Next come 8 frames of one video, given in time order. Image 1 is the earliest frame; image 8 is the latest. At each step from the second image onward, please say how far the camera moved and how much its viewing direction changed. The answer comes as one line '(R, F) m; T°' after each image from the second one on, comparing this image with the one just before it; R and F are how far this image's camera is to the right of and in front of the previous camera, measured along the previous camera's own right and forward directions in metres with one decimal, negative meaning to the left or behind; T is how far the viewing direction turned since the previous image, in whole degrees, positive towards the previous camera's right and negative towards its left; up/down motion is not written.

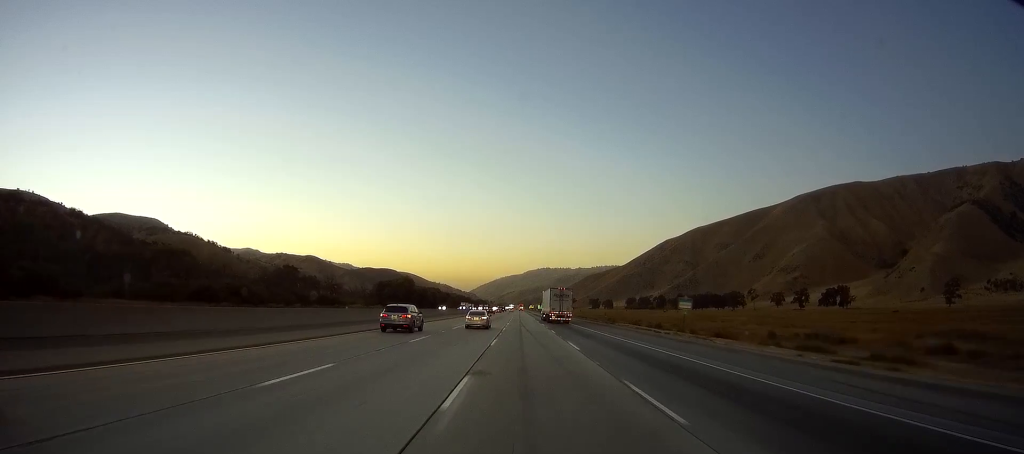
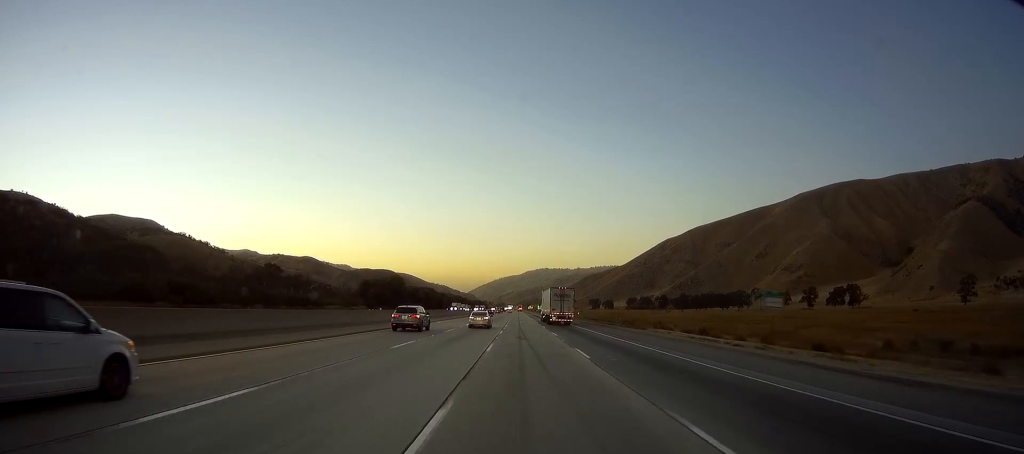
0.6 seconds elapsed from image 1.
(-0.3, +18.6) m; 0°
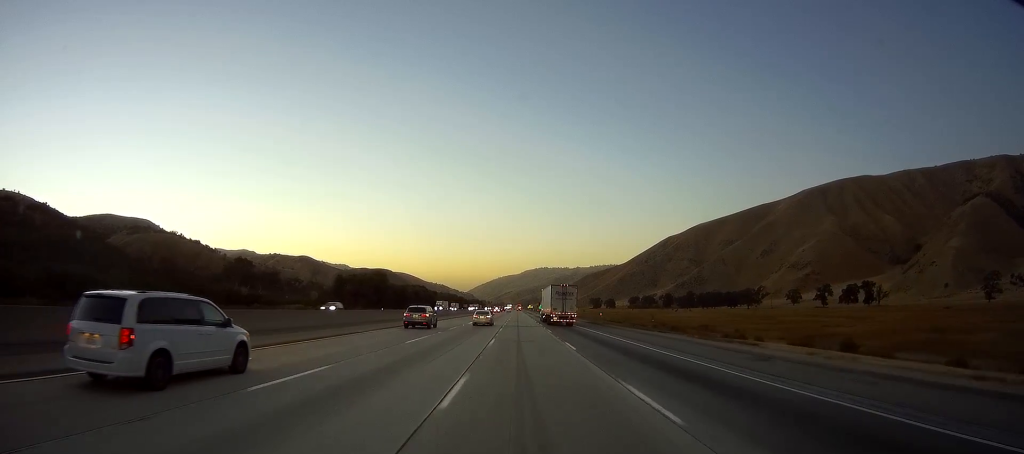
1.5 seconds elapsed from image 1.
(+0.5, +26.4) m; +1°
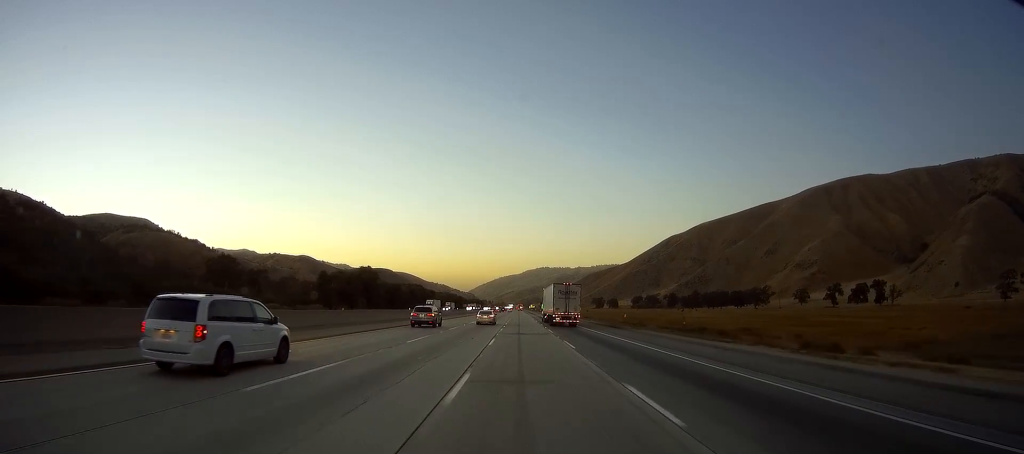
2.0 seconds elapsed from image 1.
(+0.1, +14.7) m; 0°
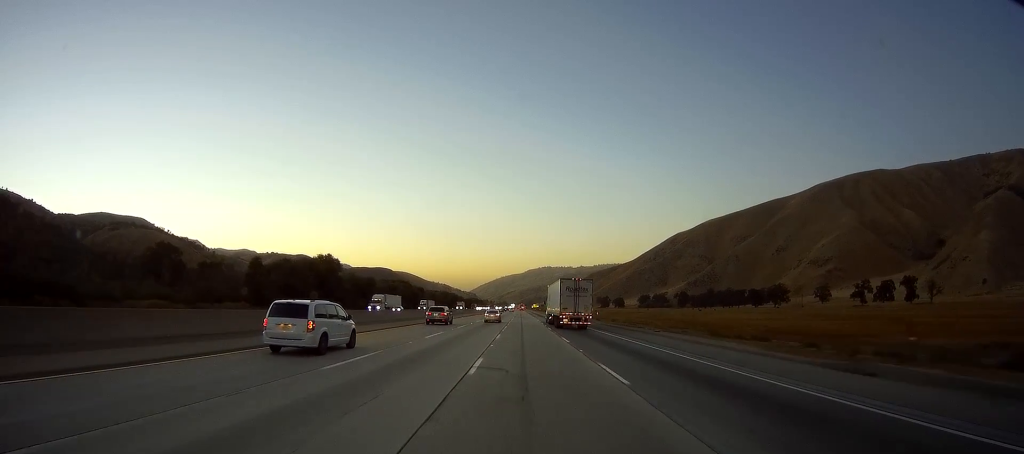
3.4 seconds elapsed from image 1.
(+0.1, +40.2) m; 0°
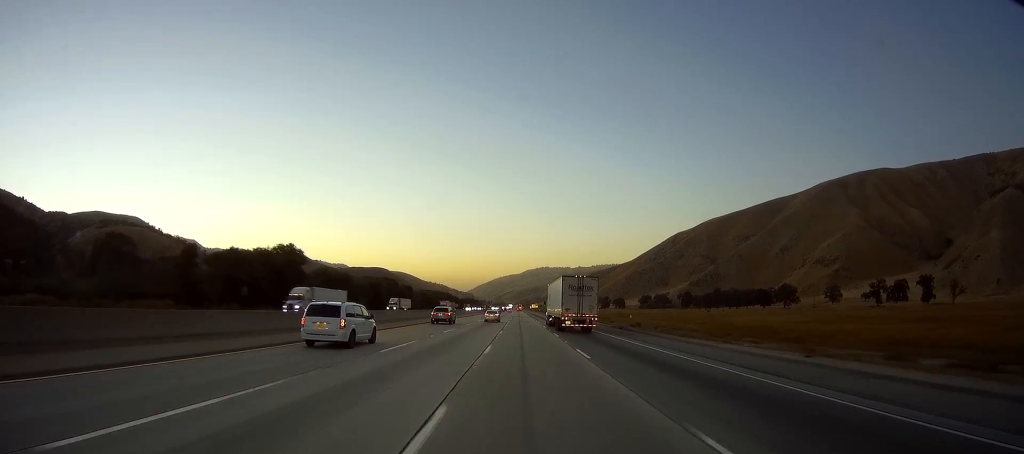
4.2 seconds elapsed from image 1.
(0.0, +23.5) m; -1°
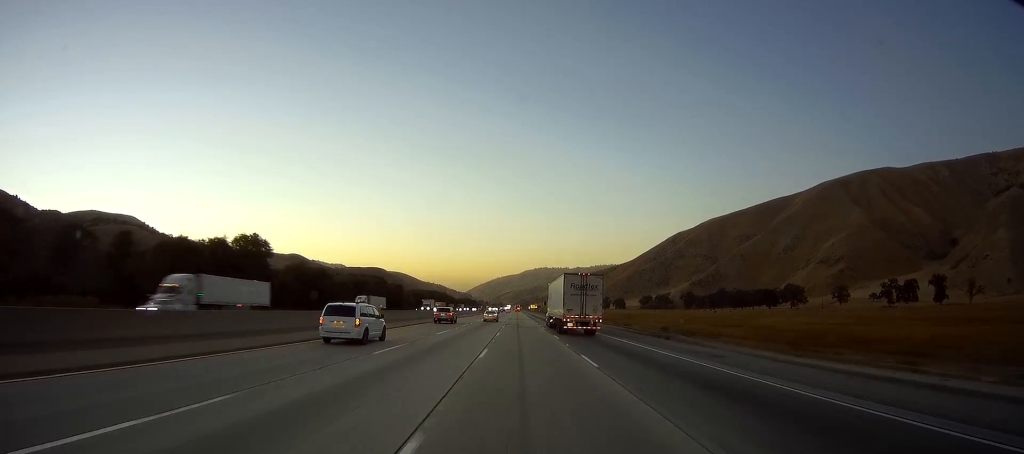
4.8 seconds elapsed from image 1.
(0.0, +16.6) m; -1°
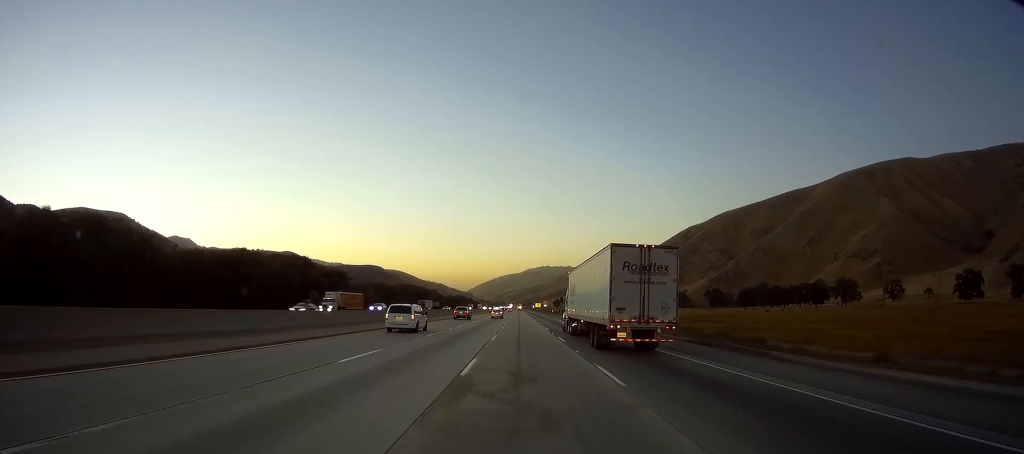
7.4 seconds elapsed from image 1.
(+0.8, +78.4) m; +2°
